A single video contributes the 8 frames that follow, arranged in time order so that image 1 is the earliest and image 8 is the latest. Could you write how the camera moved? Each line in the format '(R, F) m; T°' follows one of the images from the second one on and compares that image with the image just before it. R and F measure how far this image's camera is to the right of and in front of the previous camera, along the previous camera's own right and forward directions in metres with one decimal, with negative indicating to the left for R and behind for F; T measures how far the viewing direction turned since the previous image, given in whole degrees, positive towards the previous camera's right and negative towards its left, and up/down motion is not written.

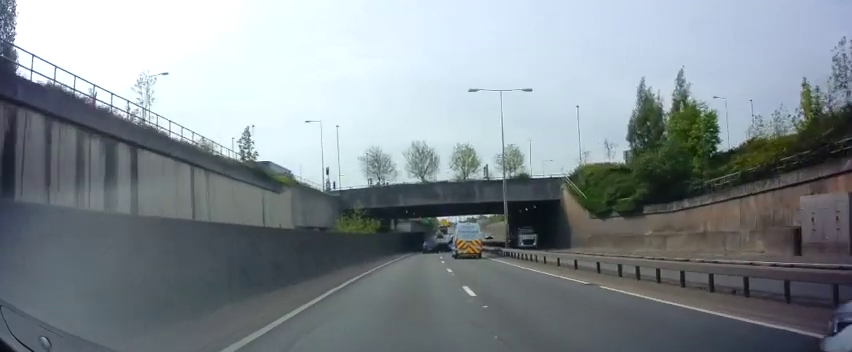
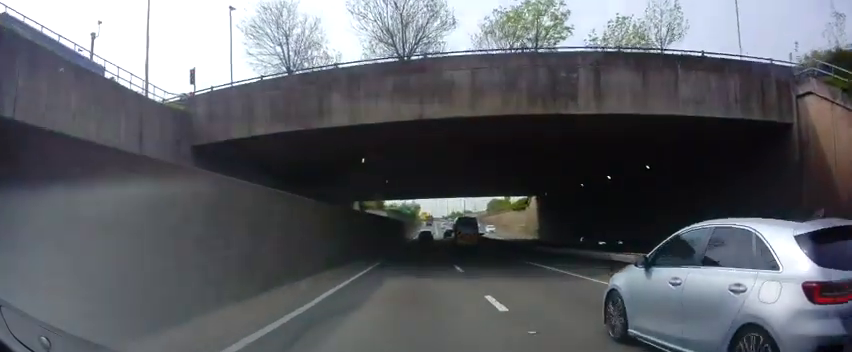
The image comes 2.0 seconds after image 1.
(+0.8, +39.8) m; +2°
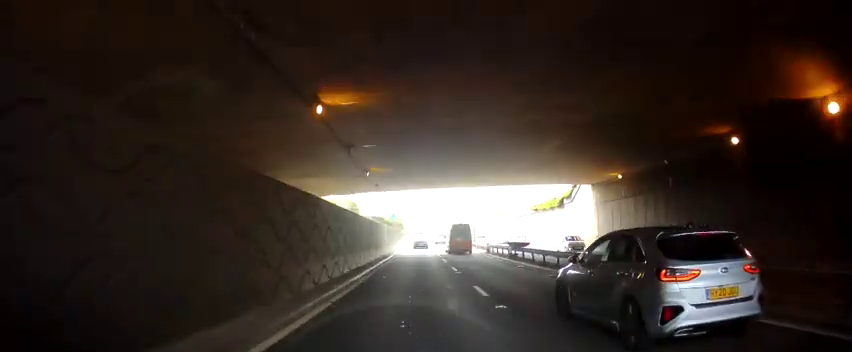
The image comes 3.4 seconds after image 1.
(+0.3, +25.5) m; +1°
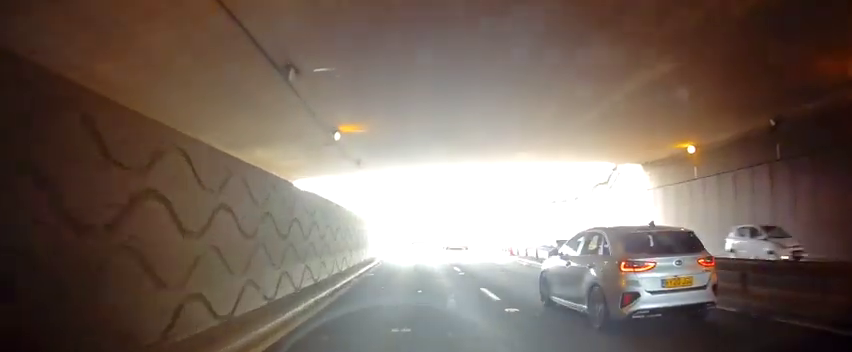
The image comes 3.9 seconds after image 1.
(0.0, +10.6) m; -1°
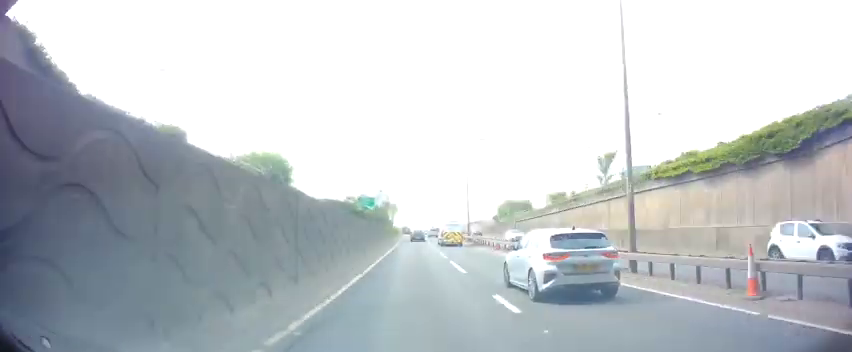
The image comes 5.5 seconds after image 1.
(-0.7, +29.6) m; 0°
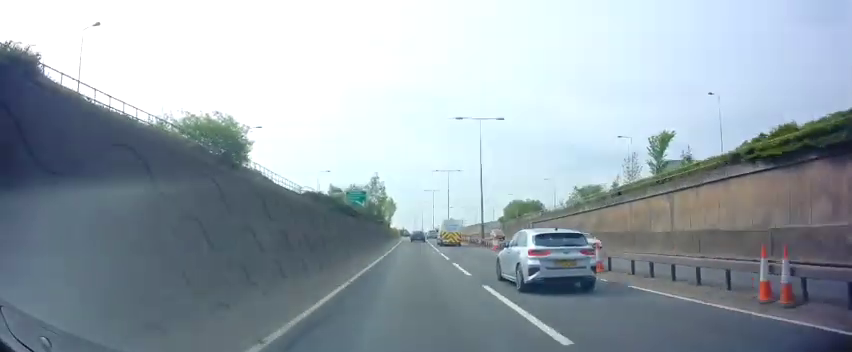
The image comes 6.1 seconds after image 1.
(+0.5, +10.7) m; +2°
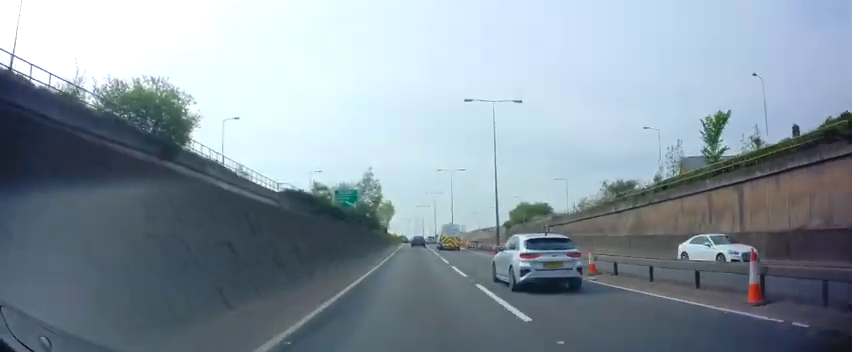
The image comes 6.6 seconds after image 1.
(+0.1, +7.7) m; +1°
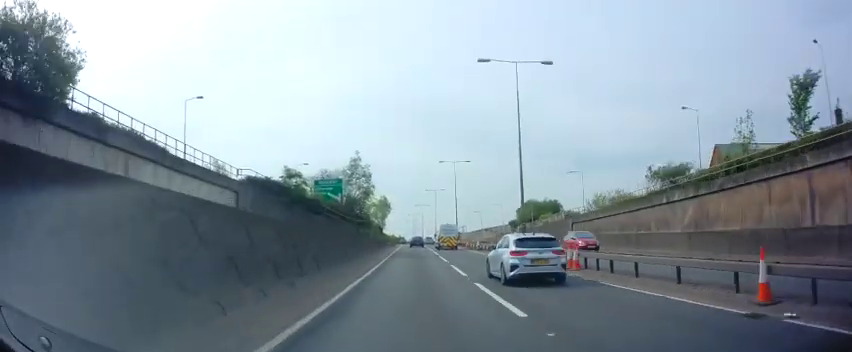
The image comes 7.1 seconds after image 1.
(+0.2, +8.5) m; 0°
